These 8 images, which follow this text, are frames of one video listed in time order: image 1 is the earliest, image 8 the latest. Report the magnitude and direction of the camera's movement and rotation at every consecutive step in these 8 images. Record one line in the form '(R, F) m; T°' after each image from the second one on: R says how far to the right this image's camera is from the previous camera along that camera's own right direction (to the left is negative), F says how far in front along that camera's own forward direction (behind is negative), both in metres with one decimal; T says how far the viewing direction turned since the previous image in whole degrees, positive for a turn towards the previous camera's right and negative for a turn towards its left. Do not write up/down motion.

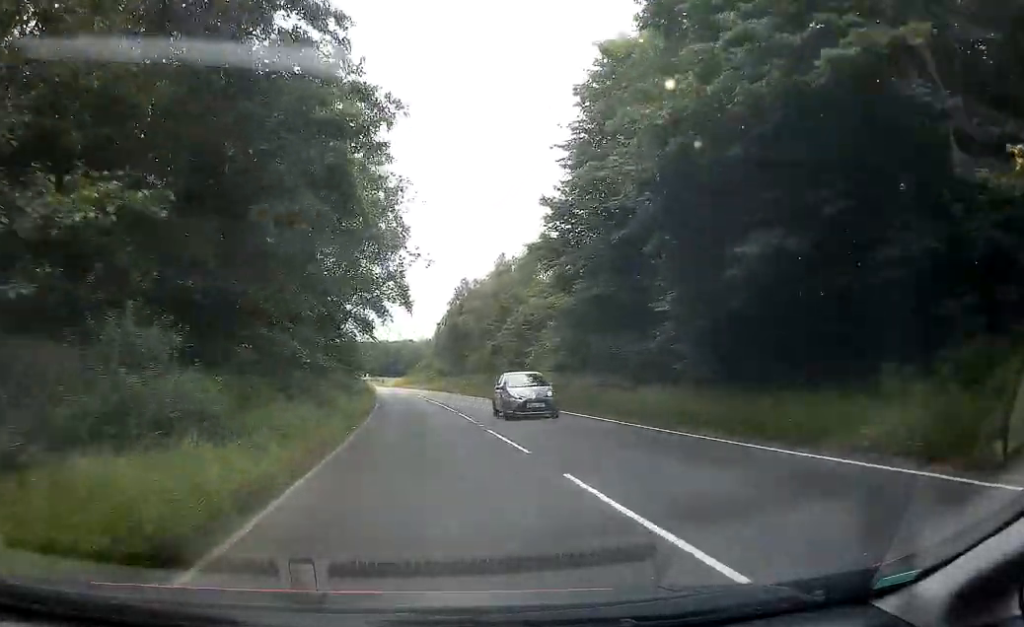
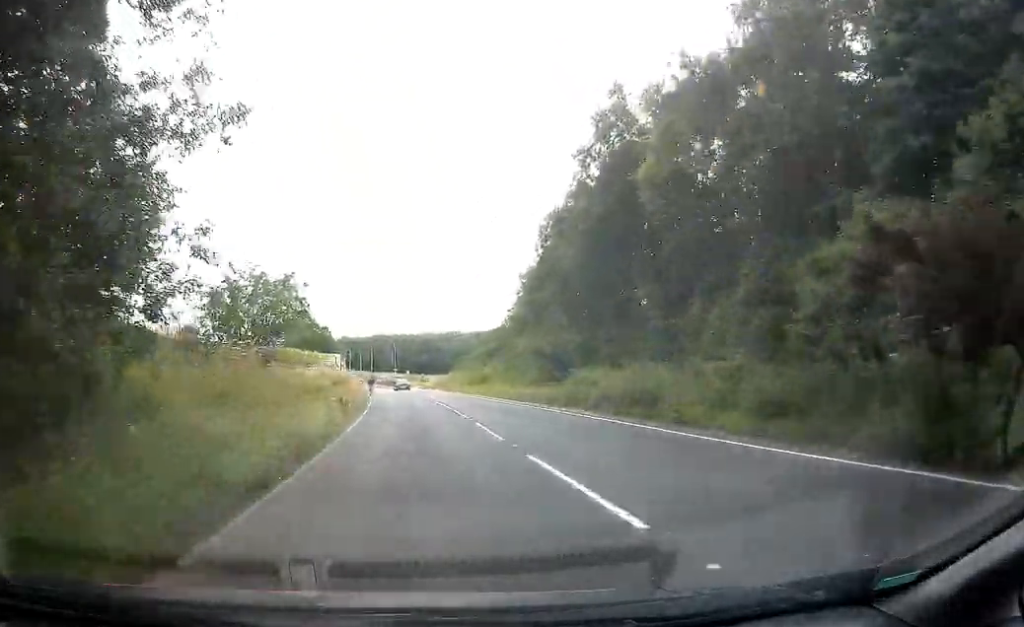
(+1.2, +51.9) m; -6°
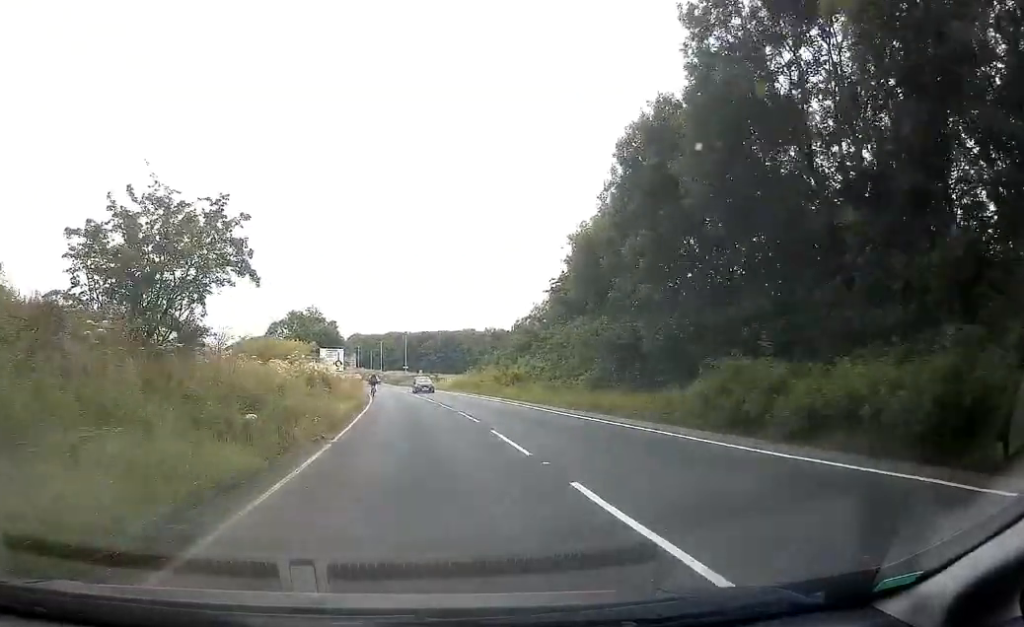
(-0.3, +11.3) m; -1°
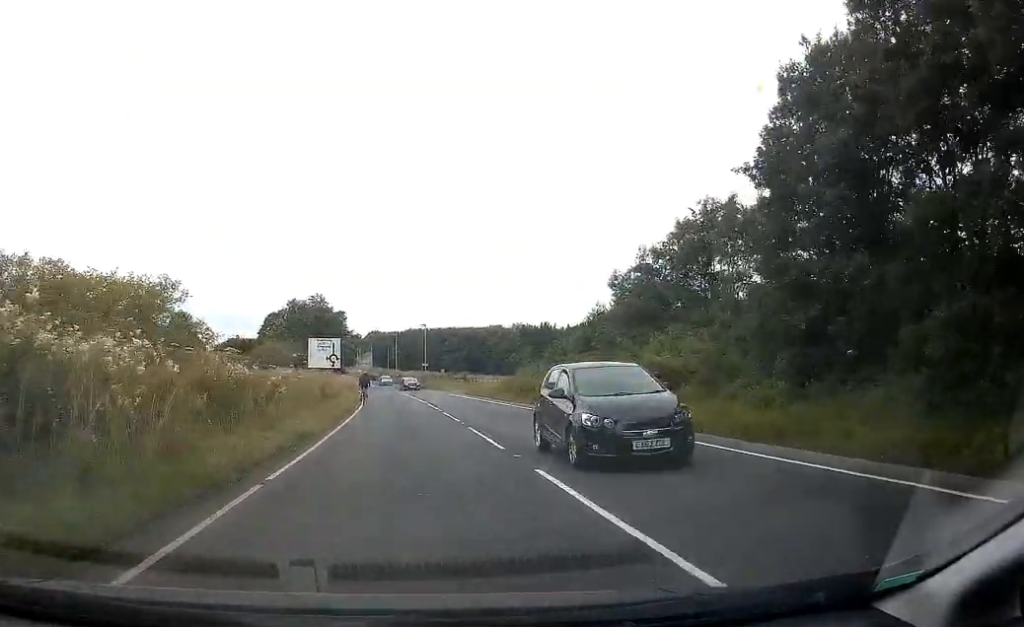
(-0.1, +26.1) m; -3°
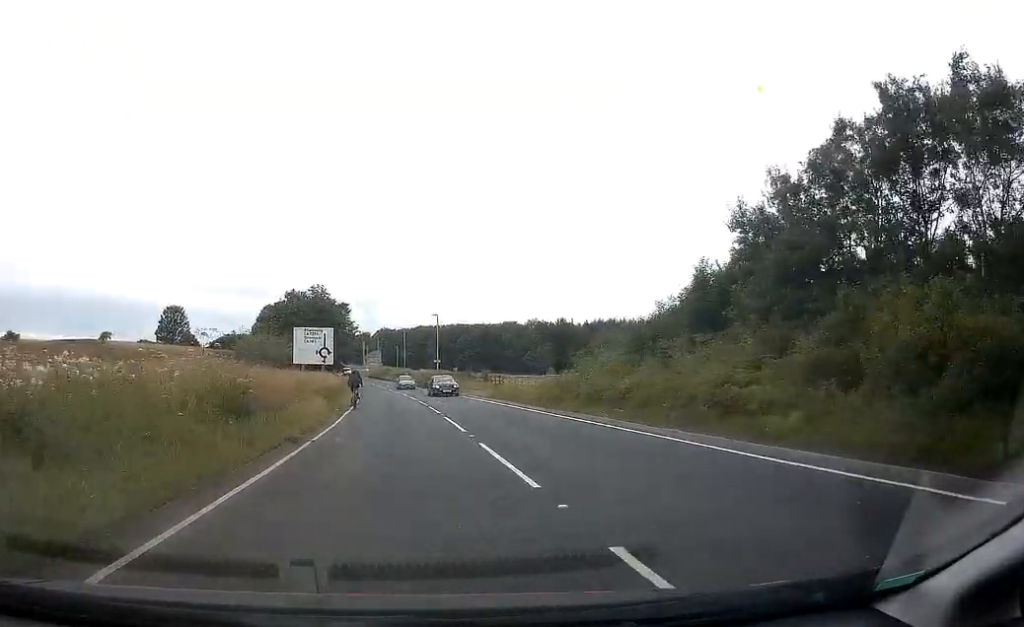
(-0.5, +14.6) m; -5°
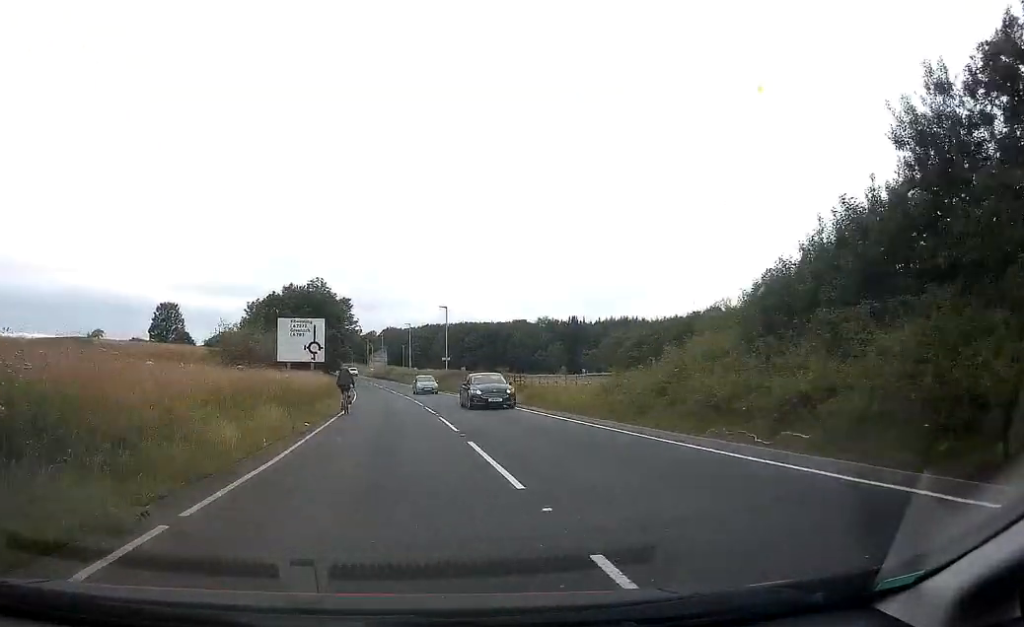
(0.0, +8.5) m; -4°
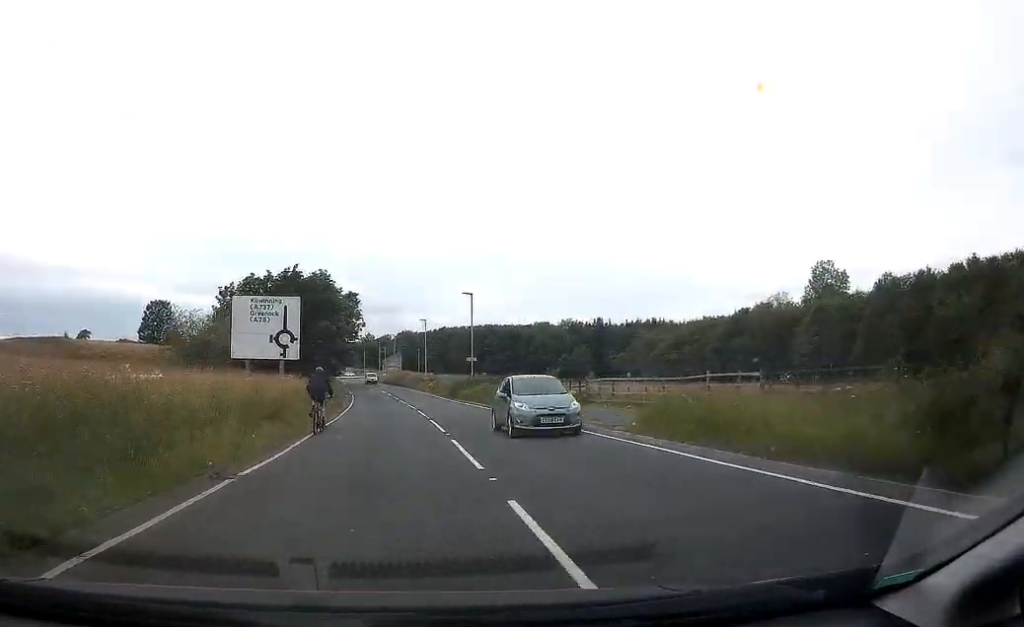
(-1.2, +16.4) m; -1°
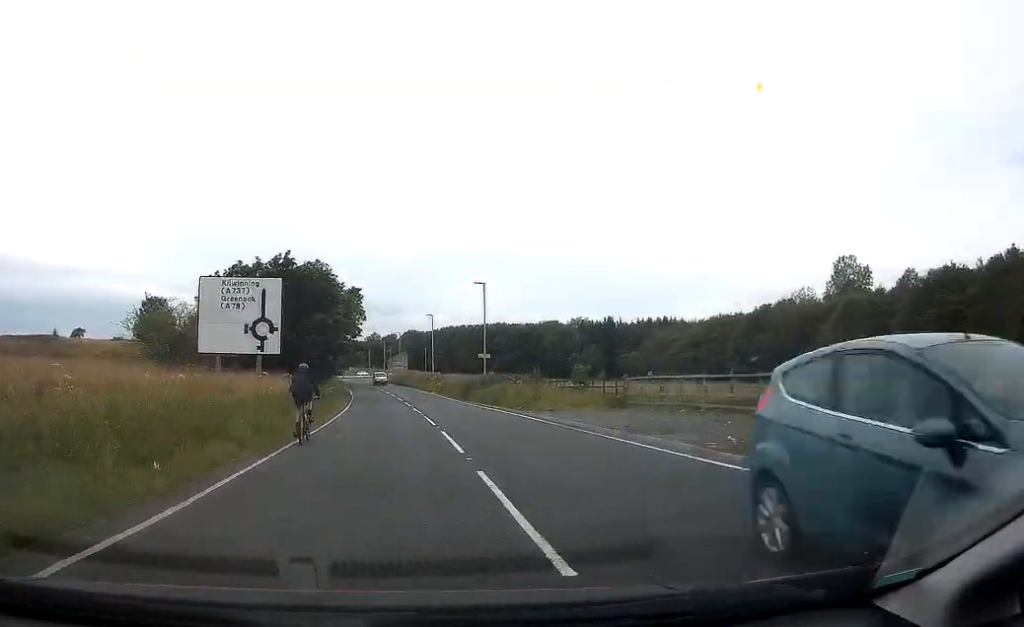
(+0.4, +6.1) m; +2°
